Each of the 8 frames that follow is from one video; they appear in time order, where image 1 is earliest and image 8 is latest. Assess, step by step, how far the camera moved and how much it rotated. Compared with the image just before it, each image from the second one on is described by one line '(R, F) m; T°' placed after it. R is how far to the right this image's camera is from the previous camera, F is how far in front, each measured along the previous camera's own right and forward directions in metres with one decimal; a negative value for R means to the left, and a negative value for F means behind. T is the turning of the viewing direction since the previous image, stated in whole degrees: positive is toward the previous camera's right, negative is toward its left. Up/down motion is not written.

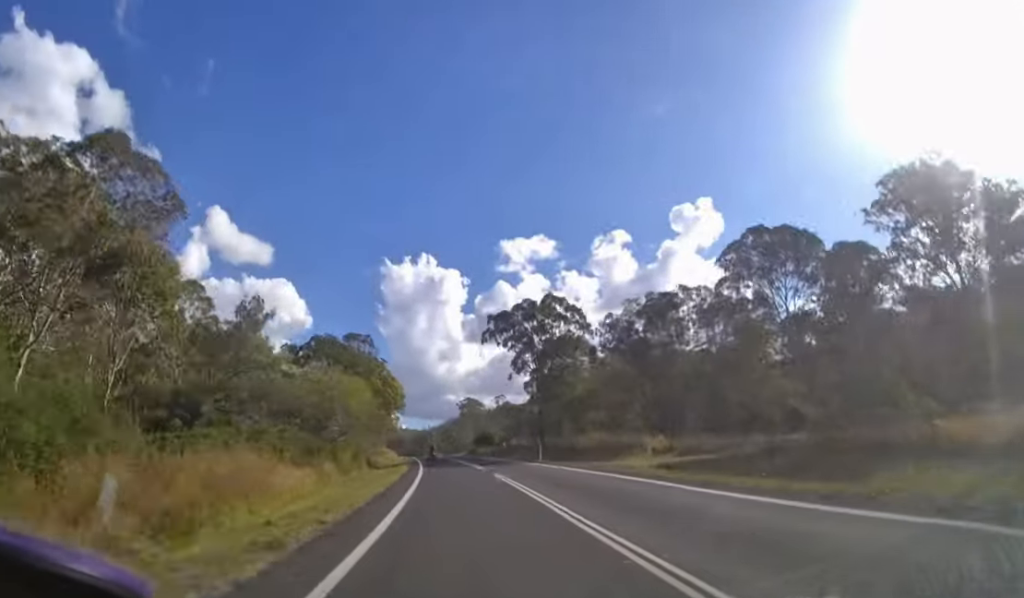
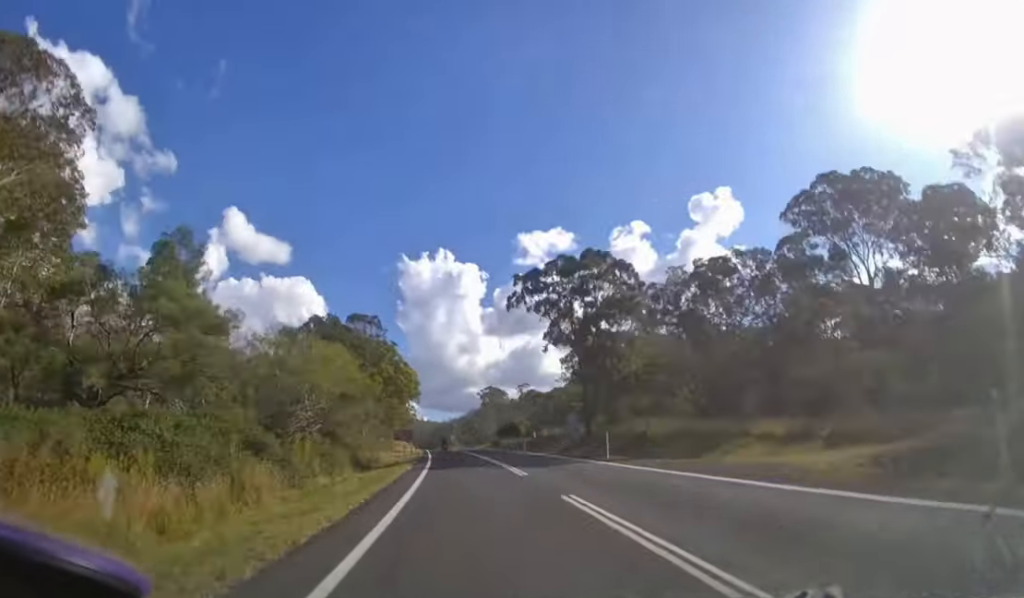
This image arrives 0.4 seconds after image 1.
(0.0, +10.6) m; -2°
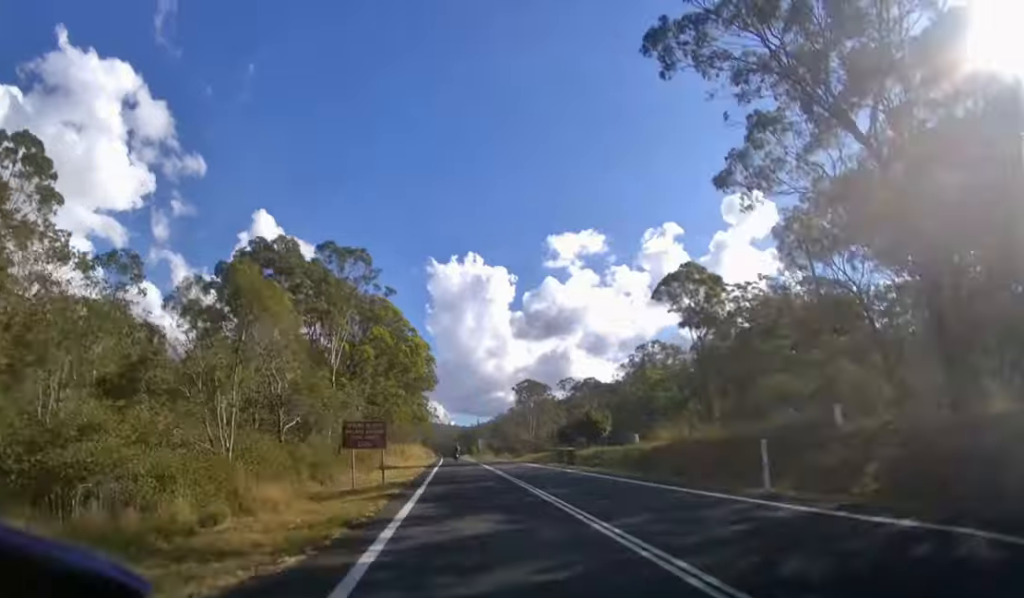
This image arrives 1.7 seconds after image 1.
(-1.6, +26.3) m; -6°
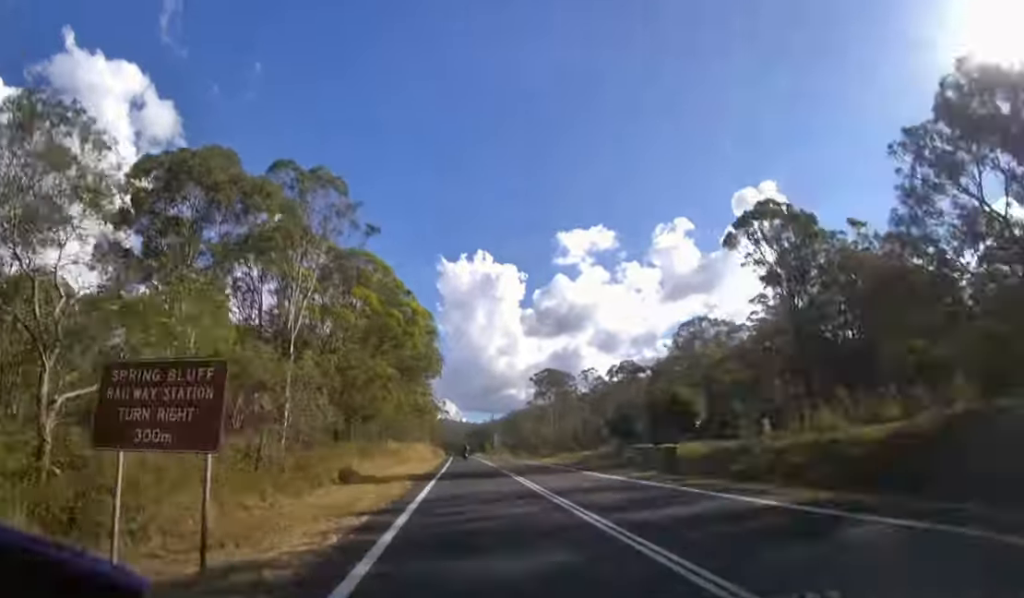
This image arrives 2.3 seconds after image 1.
(-0.4, +13.4) m; -2°
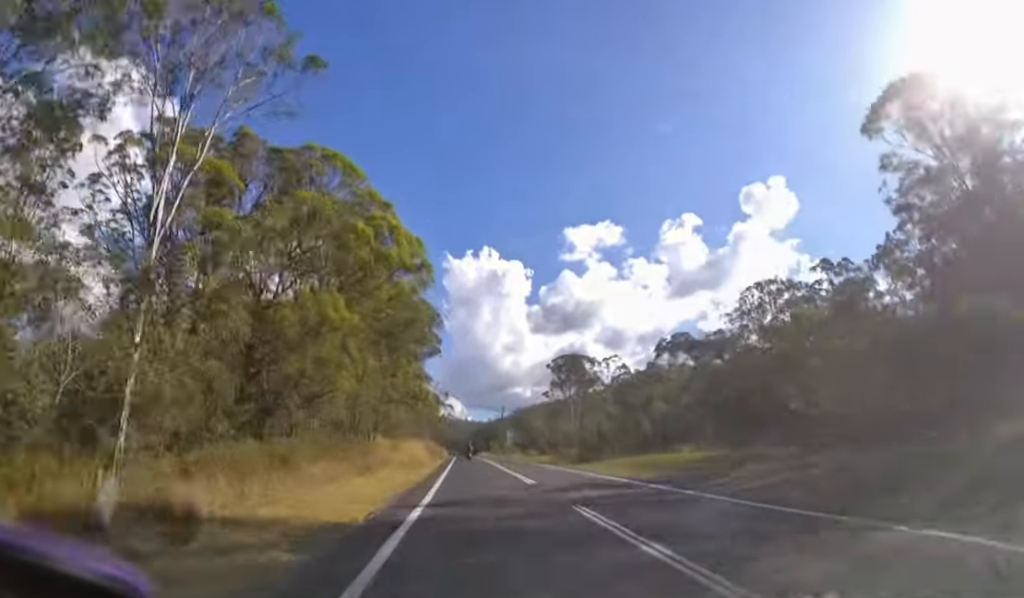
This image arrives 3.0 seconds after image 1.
(-0.3, +14.5) m; -1°
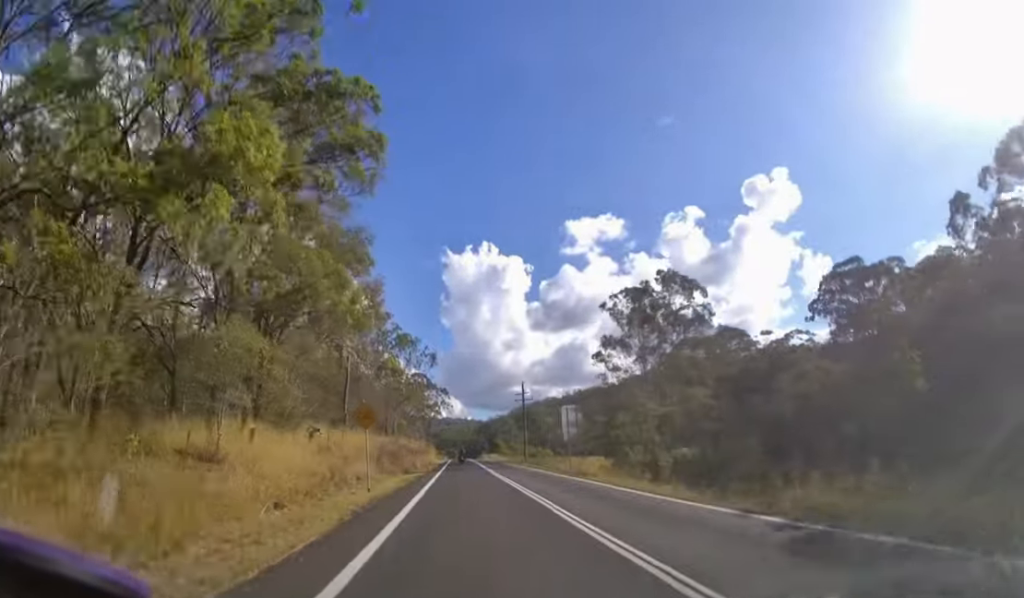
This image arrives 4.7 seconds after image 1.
(-0.6, +39.0) m; -1°
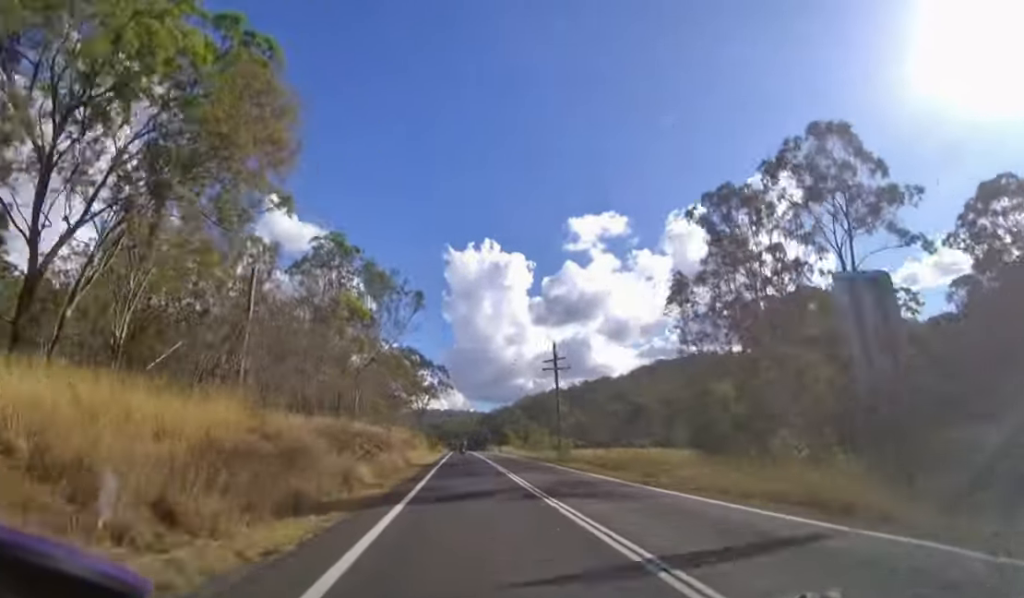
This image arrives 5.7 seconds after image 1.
(+0.1, +22.9) m; 0°
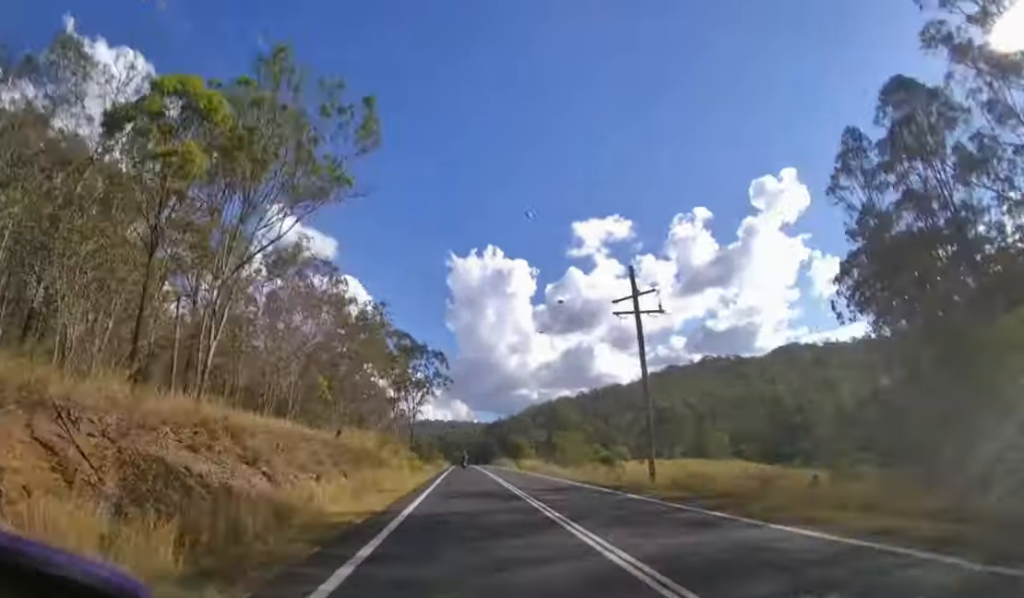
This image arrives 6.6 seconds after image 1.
(+0.1, +23.4) m; 0°
